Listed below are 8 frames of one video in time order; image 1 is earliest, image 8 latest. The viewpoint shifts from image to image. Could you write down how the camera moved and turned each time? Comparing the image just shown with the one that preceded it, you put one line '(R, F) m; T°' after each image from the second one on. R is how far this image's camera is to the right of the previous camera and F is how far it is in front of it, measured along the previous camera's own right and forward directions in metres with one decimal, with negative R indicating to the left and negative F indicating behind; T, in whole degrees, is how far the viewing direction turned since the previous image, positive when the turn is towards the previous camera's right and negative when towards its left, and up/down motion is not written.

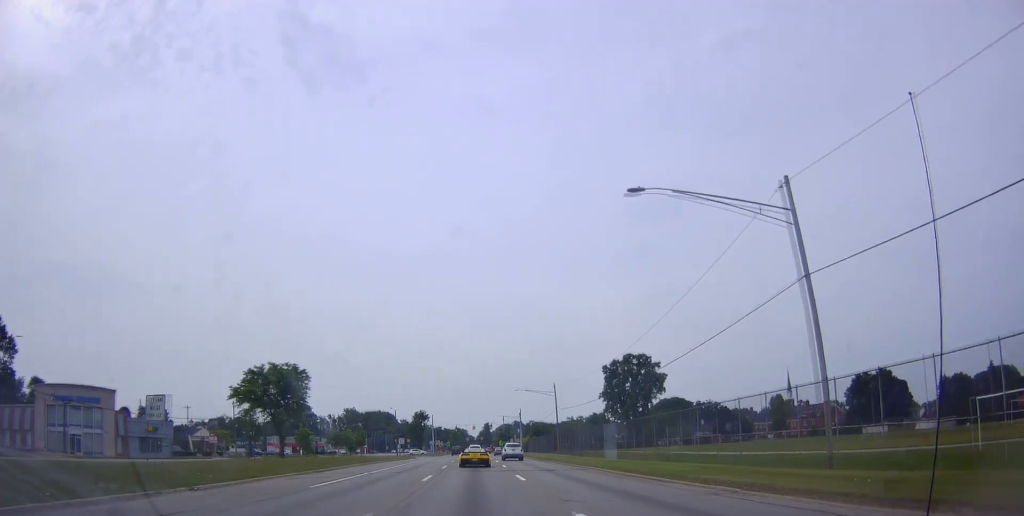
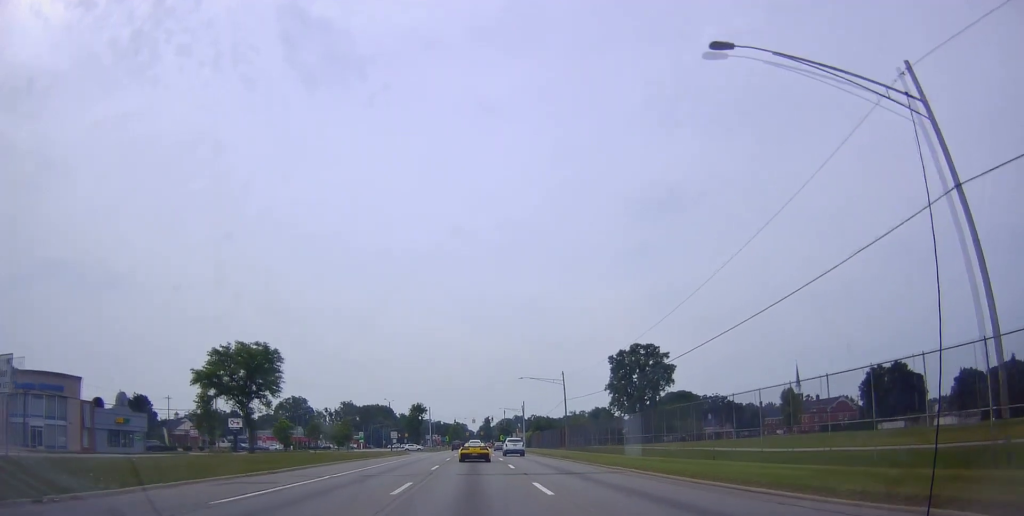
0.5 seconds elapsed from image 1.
(+0.1, +9.3) m; +1°
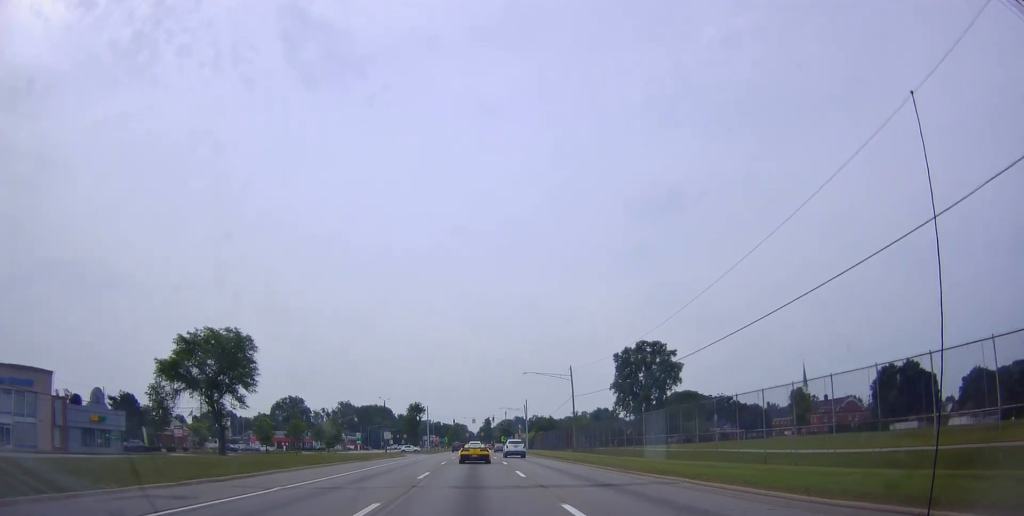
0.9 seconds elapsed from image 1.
(0.0, +7.0) m; -1°
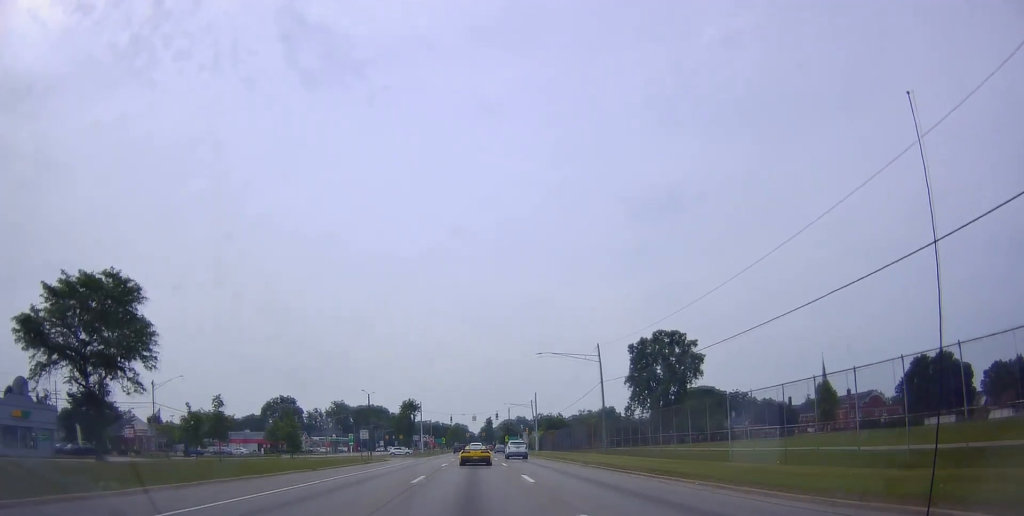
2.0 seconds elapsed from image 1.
(-0.2, +18.0) m; -1°
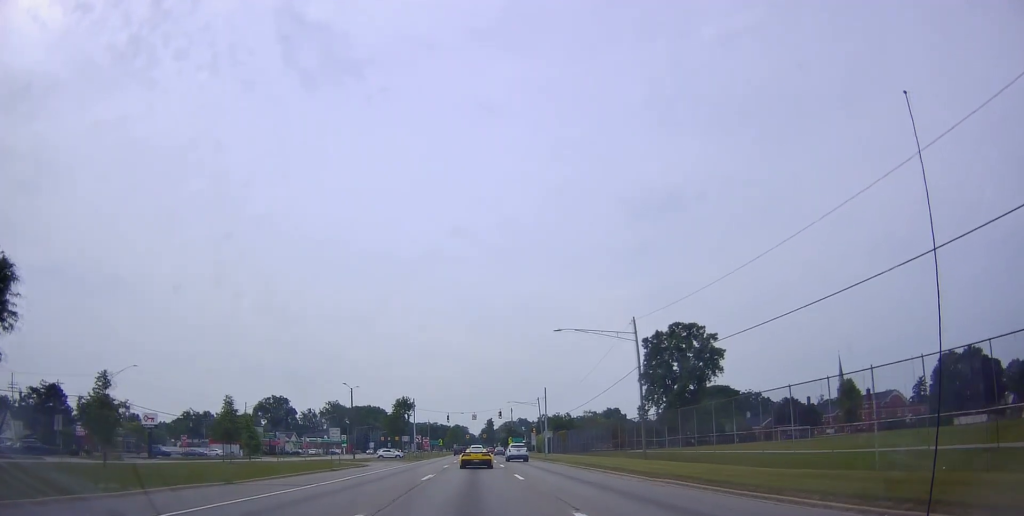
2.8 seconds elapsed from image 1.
(-0.2, +14.1) m; 0°
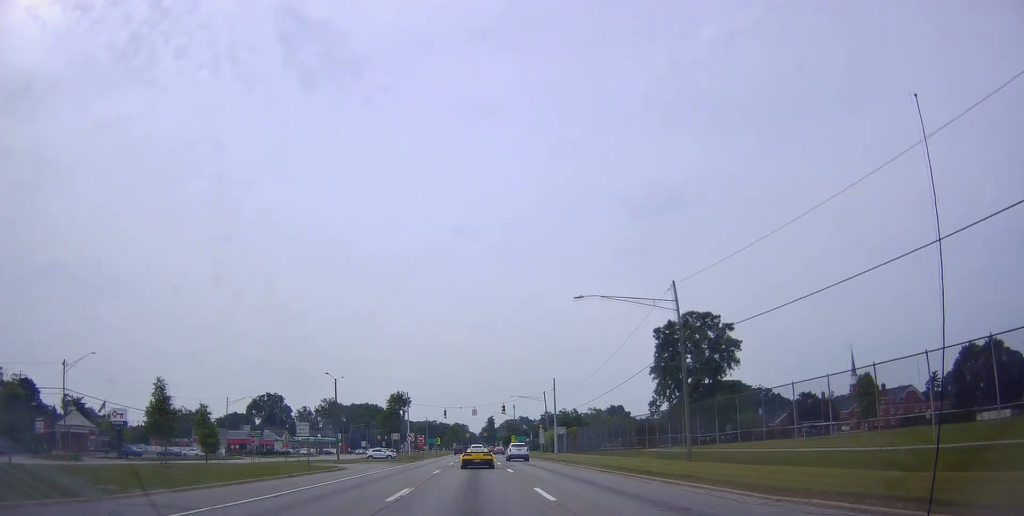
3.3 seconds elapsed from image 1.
(+0.1, +10.1) m; +2°
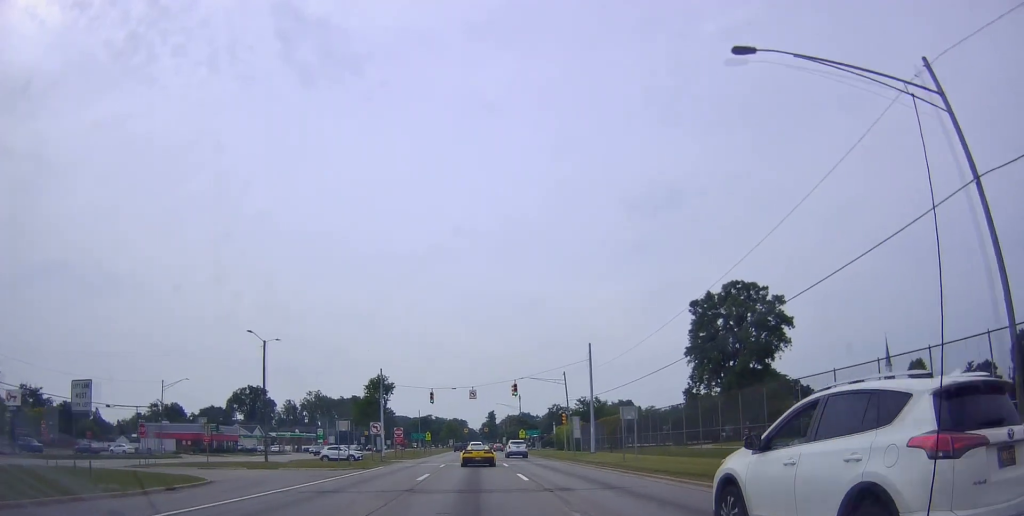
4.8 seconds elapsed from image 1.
(+0.2, +26.3) m; -1°
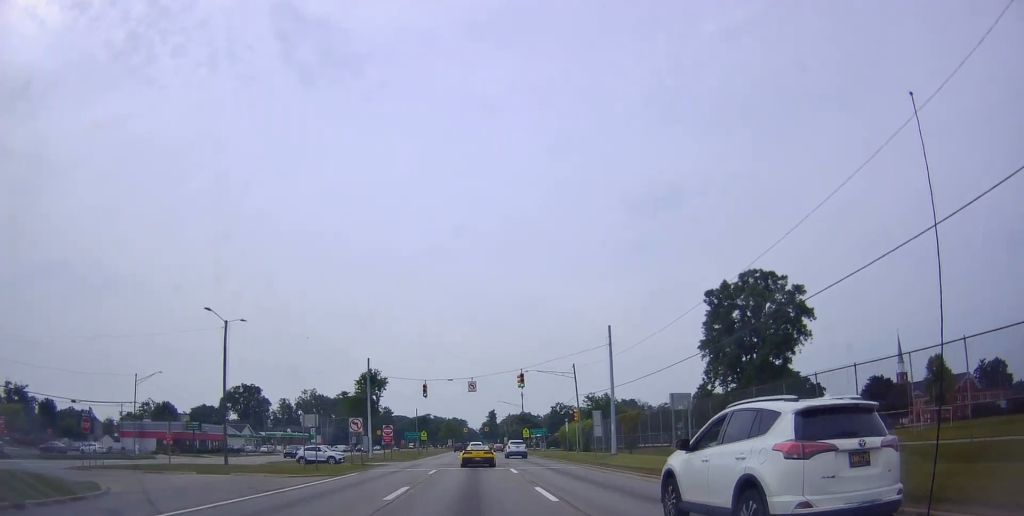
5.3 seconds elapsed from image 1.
(-0.2, +8.4) m; -1°
